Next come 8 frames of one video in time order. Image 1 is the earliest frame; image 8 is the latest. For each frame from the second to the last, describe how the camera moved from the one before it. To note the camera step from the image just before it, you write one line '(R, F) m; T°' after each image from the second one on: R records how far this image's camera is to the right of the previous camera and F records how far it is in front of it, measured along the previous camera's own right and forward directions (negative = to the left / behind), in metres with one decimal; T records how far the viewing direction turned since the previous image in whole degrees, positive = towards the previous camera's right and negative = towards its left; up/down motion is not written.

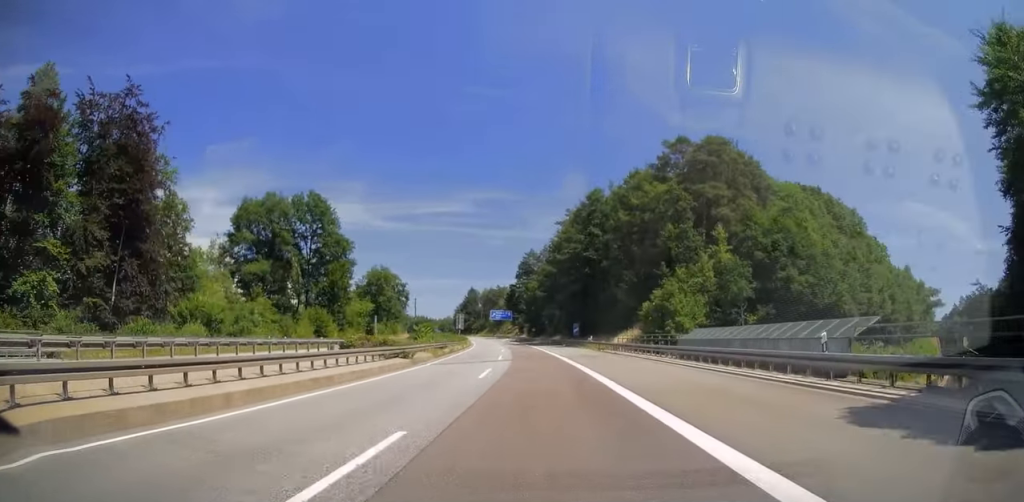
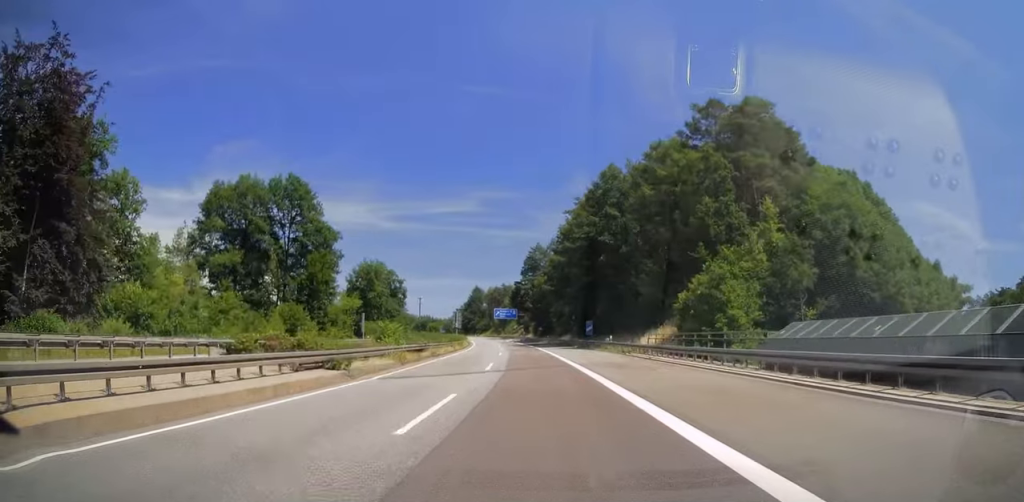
(-0.1, +12.2) m; -1°
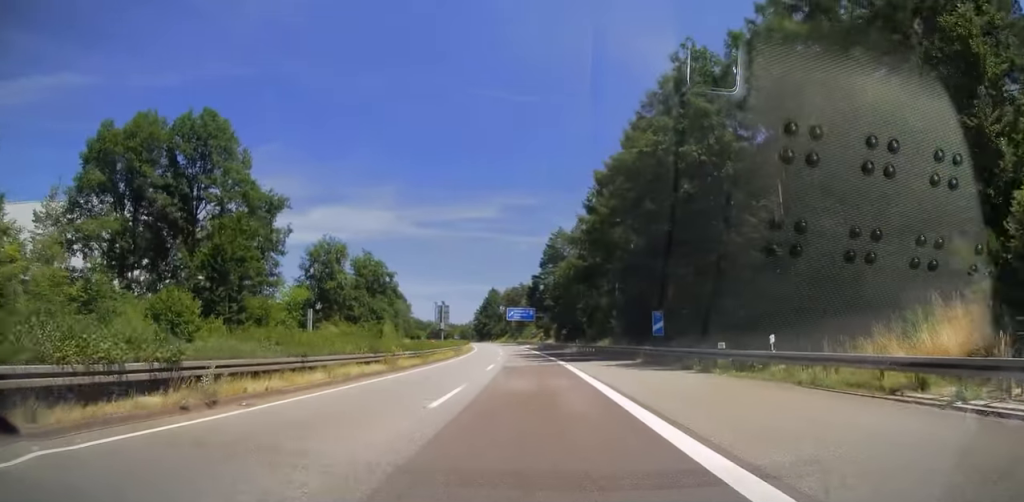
(-0.4, +32.2) m; -1°
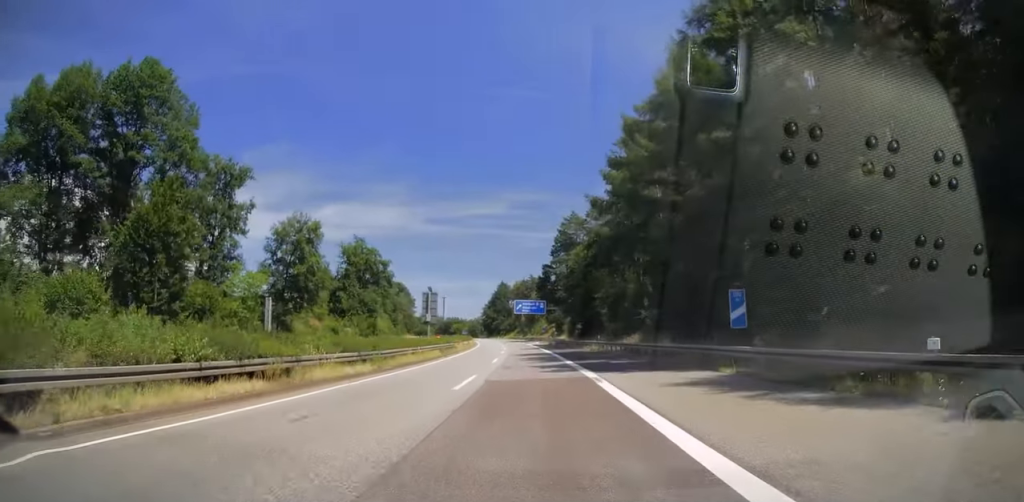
(-0.1, +14.1) m; -1°
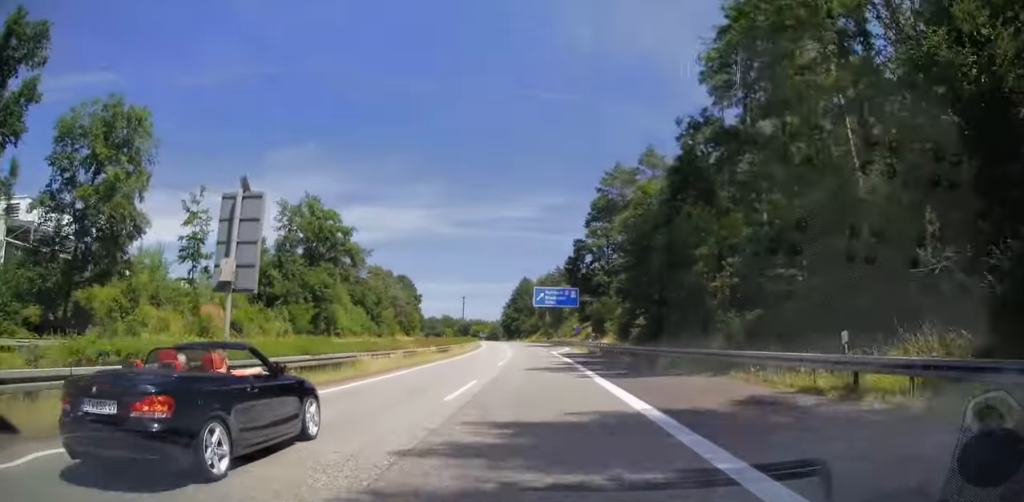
(-0.6, +39.0) m; -3°
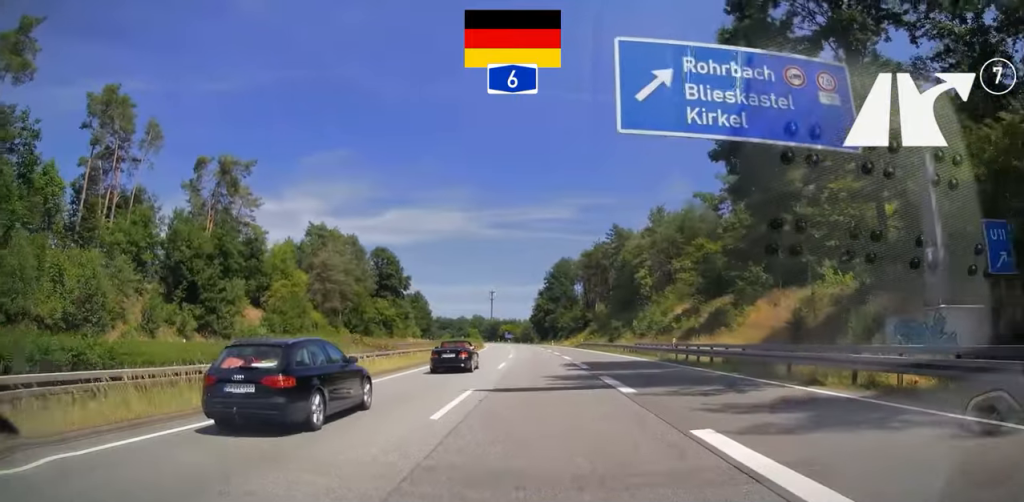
(-3.2, +75.0) m; -4°
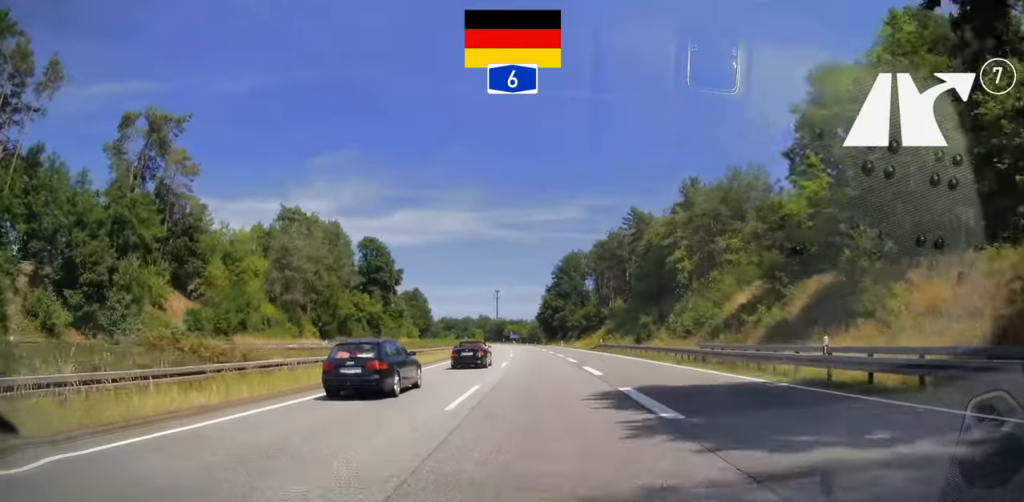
(-0.1, +16.6) m; -1°
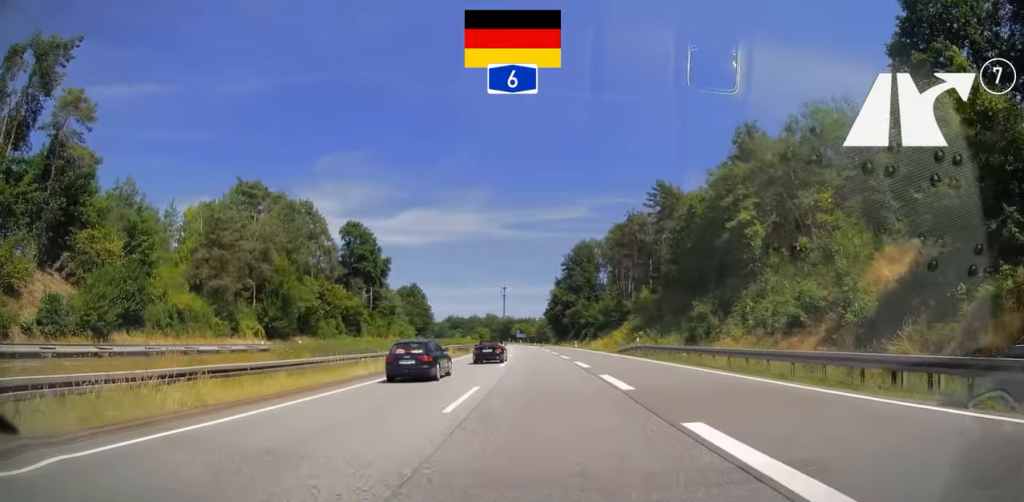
(-0.3, +18.5) m; -1°
